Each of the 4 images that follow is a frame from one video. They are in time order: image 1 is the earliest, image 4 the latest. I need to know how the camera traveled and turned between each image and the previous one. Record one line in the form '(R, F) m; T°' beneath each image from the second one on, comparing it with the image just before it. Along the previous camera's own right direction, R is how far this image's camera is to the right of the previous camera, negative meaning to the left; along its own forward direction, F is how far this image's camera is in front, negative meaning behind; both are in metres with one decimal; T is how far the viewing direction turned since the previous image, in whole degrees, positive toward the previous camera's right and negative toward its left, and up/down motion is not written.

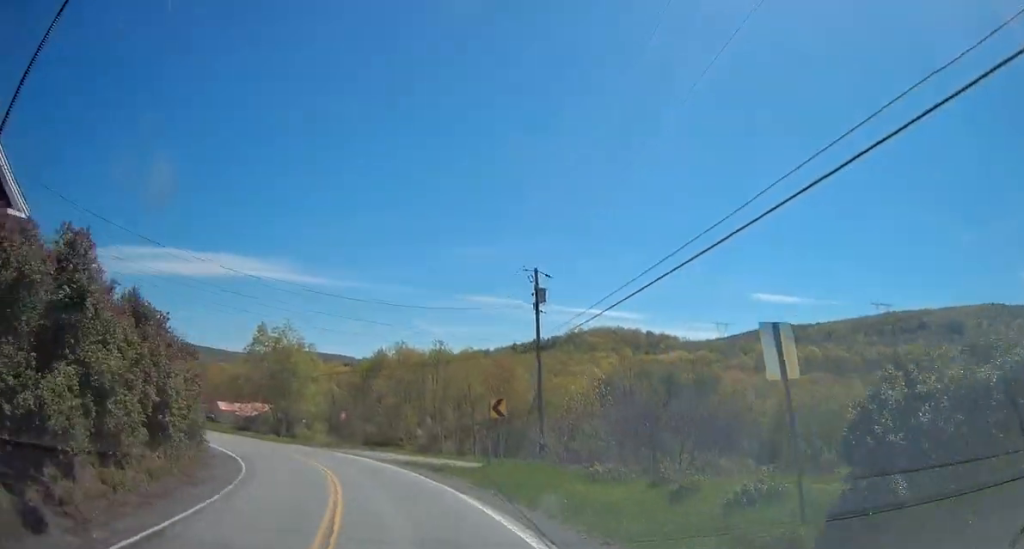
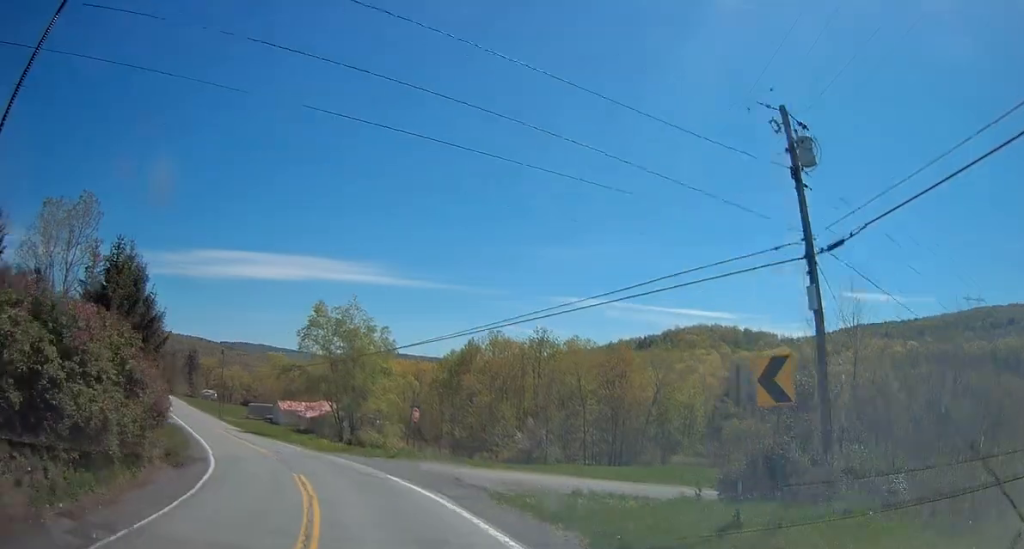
(-0.8, +15.8) m; -8°
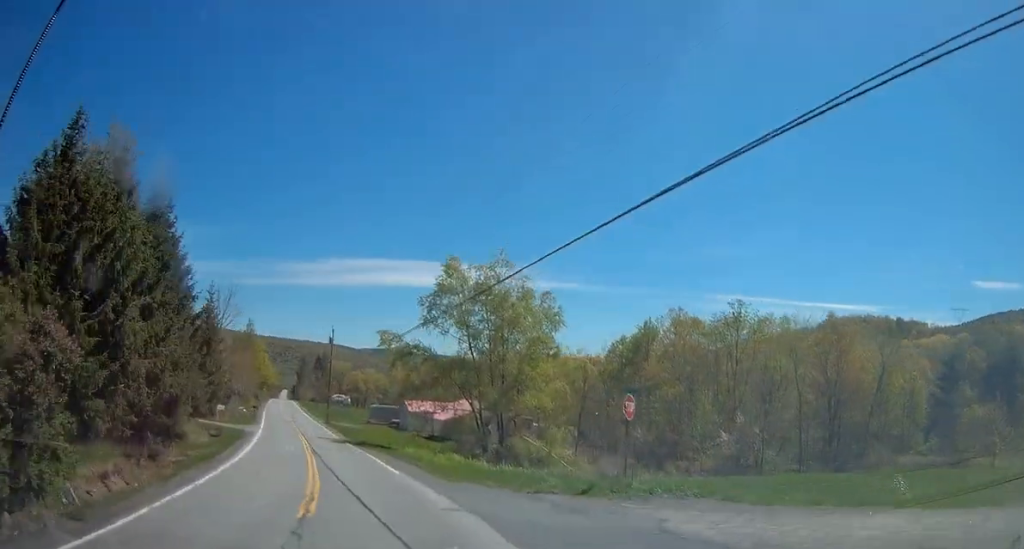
(-1.7, +17.6) m; -12°
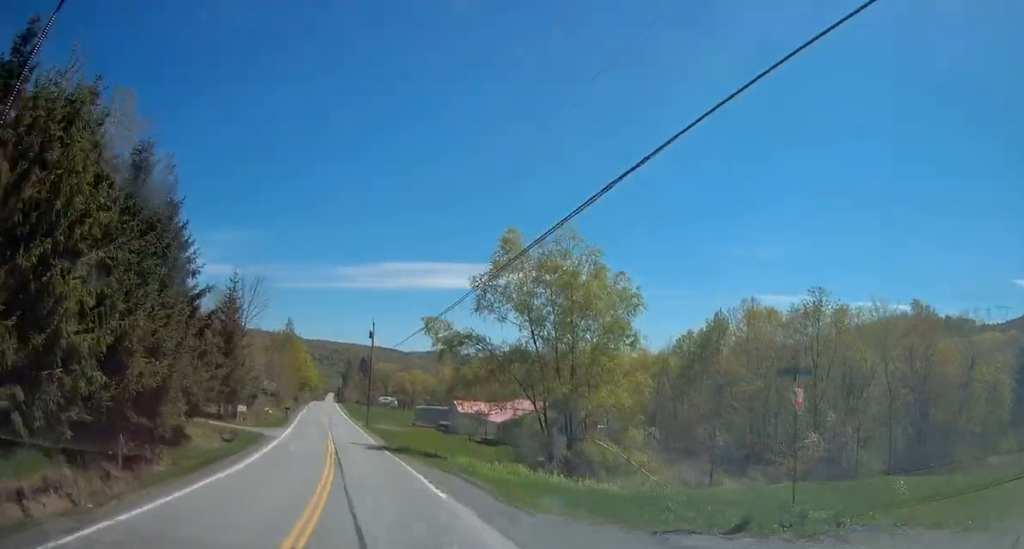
(-0.5, +6.7) m; -4°
